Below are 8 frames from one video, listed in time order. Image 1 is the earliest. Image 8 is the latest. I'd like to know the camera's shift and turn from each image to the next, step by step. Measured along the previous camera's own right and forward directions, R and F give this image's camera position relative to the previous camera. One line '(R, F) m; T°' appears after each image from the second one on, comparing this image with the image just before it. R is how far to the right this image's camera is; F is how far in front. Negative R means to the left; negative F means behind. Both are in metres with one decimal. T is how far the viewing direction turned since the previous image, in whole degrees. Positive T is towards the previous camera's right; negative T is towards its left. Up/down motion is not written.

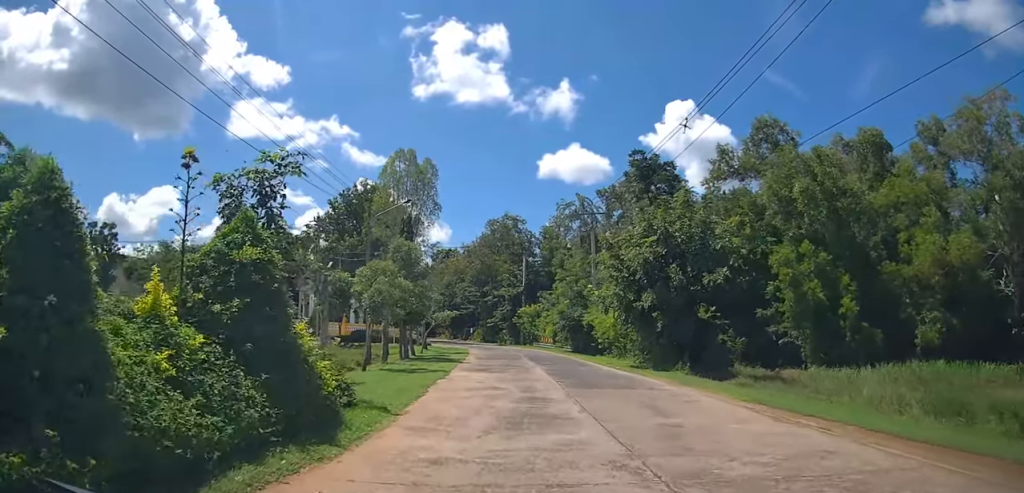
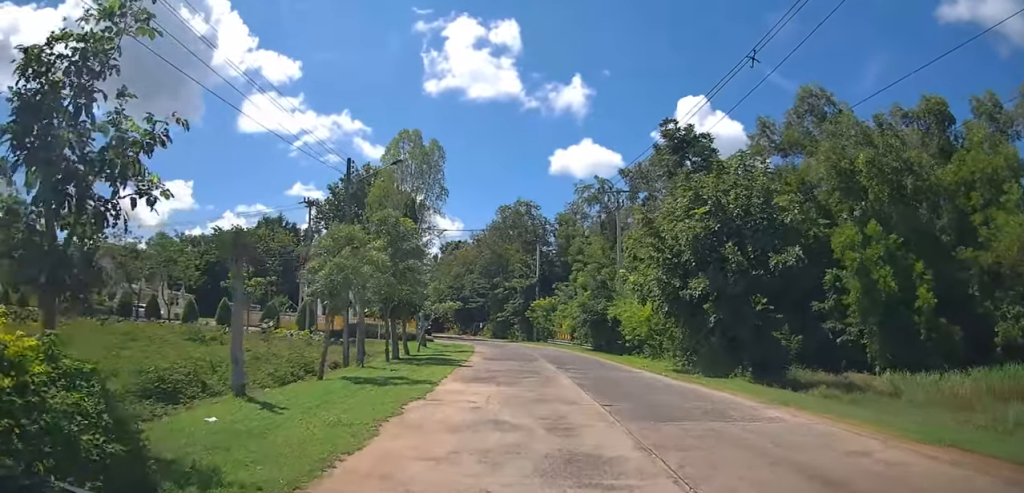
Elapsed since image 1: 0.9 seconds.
(+0.2, +4.6) m; 0°
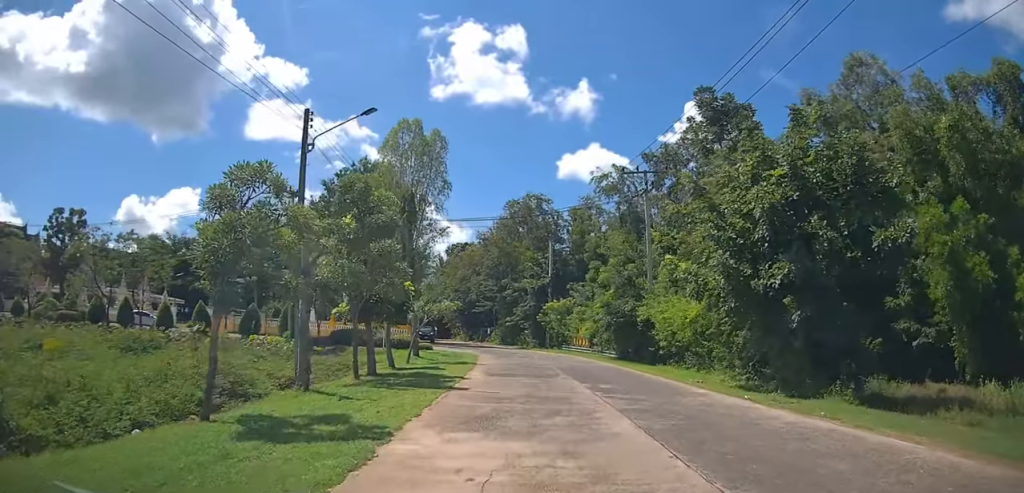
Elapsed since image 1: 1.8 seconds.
(-0.2, +5.3) m; -1°
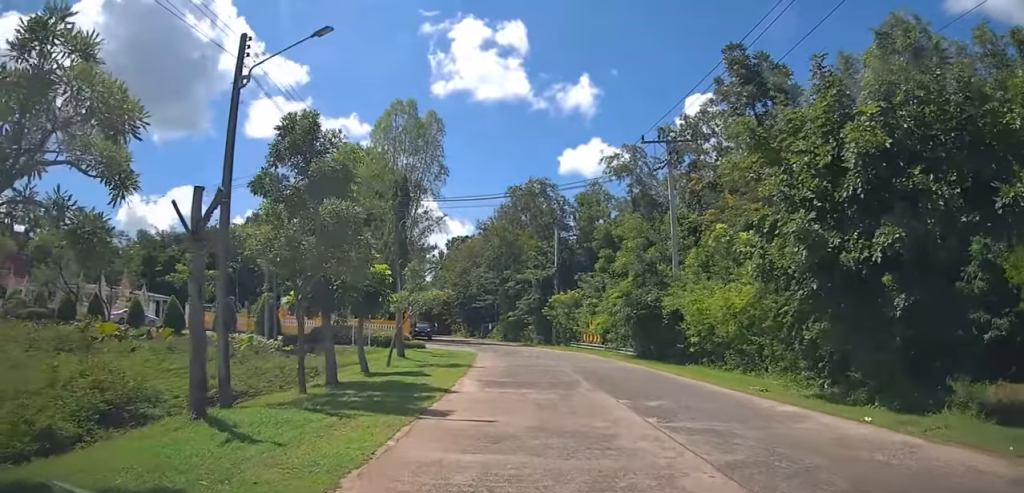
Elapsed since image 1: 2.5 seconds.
(+0.1, +4.4) m; 0°
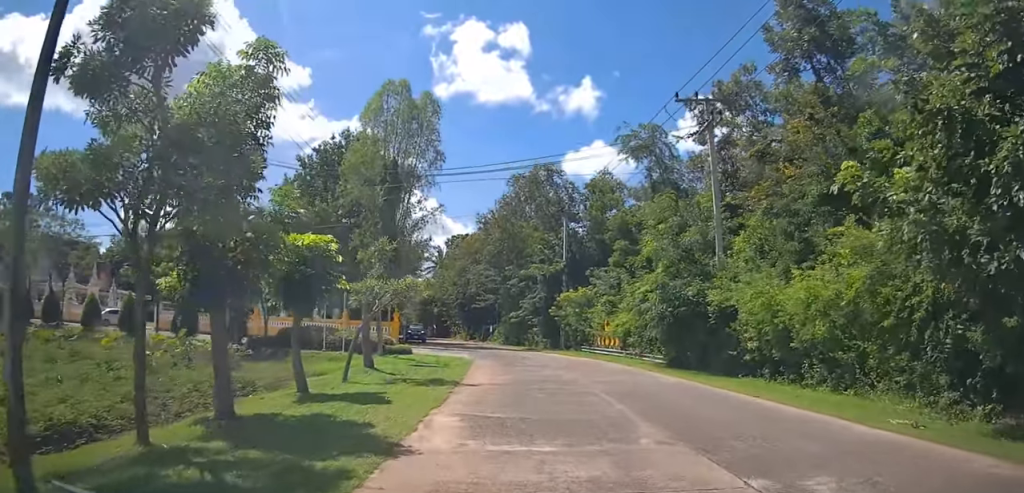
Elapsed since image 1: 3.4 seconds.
(0.0, +5.5) m; -1°
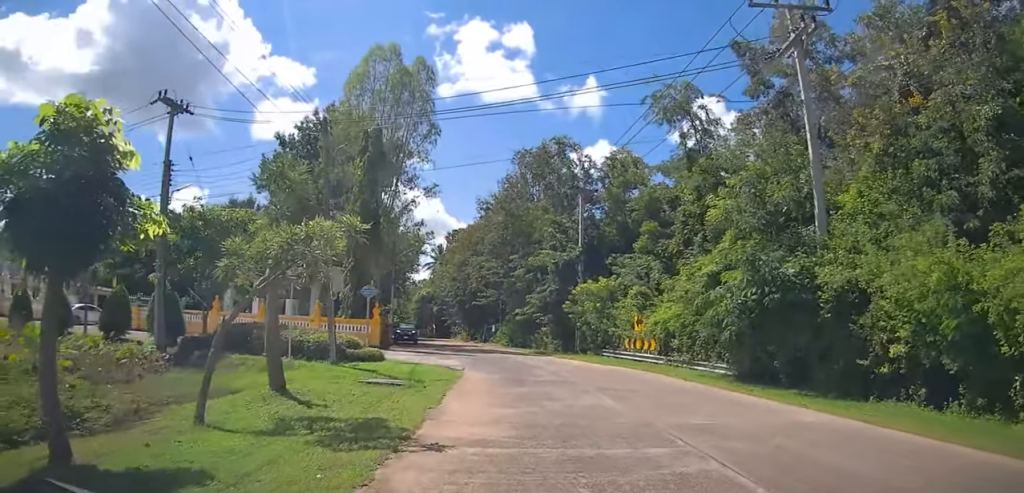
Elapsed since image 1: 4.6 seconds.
(0.0, +7.2) m; 0°
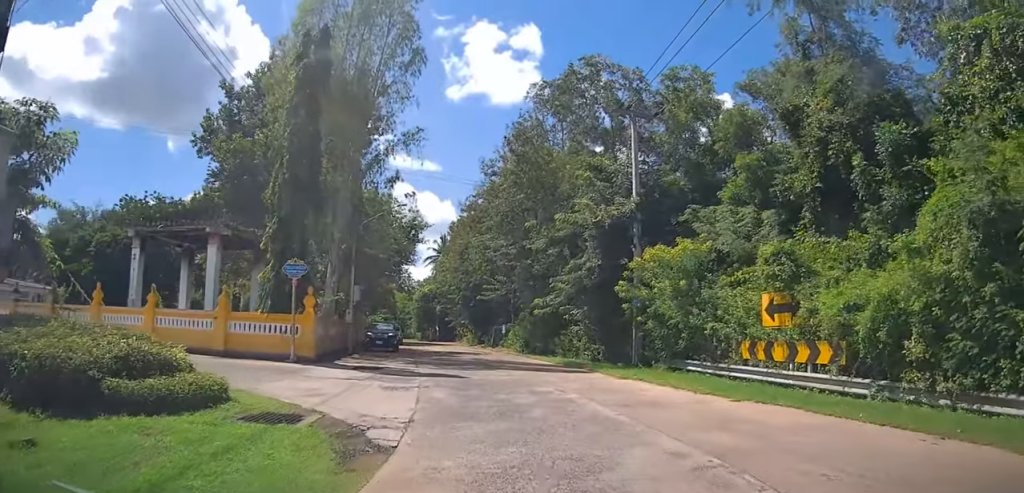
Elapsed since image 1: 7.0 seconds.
(0.0, +13.3) m; -2°
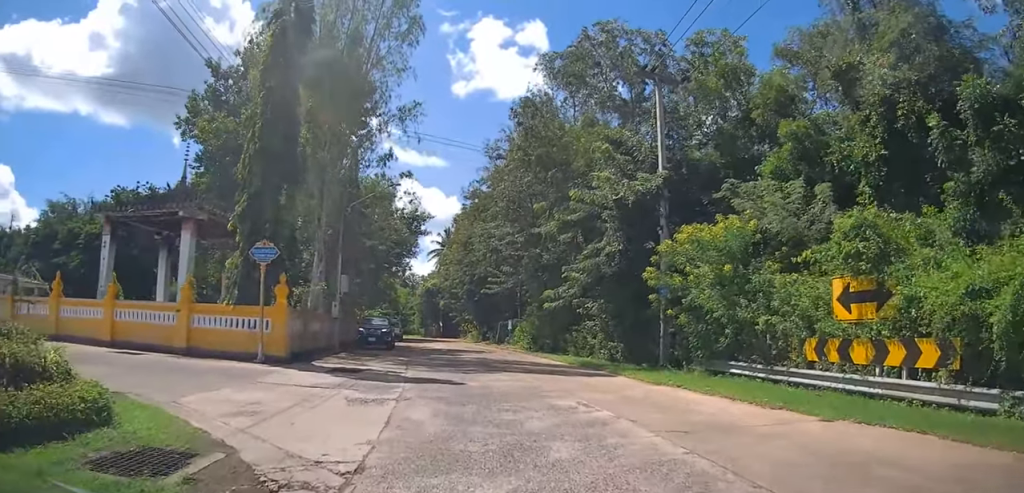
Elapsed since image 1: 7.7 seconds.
(0.0, +3.3) m; -2°
